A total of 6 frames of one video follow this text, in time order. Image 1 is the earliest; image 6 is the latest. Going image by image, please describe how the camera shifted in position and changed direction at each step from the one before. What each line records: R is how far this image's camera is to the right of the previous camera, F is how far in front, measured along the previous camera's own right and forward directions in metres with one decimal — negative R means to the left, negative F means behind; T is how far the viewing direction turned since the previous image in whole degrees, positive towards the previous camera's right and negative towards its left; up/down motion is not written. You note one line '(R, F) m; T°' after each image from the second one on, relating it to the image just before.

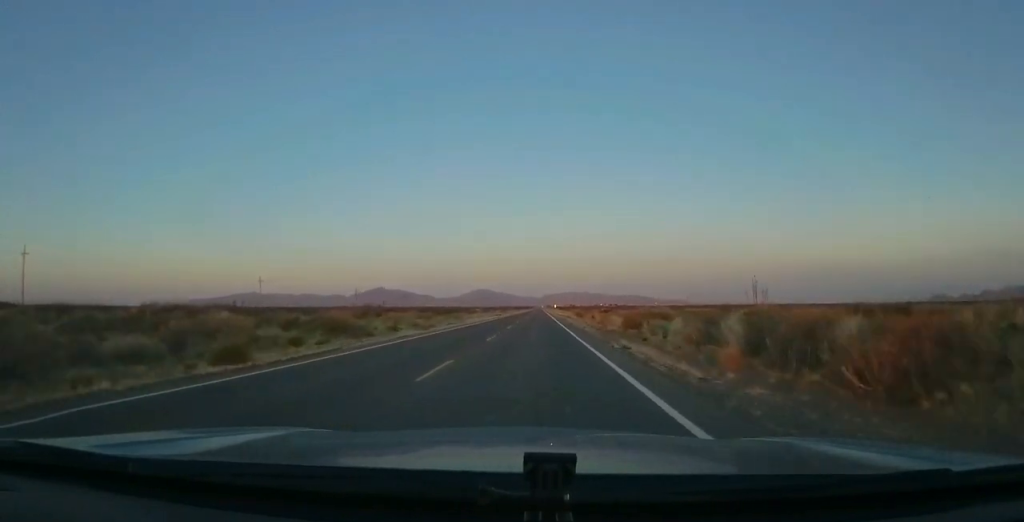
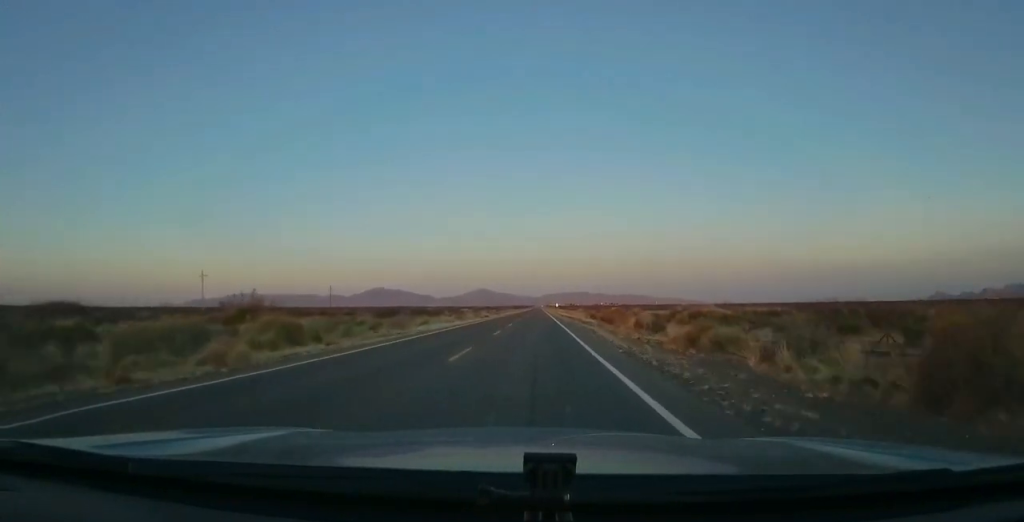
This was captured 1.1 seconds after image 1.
(0.0, +31.3) m; 0°
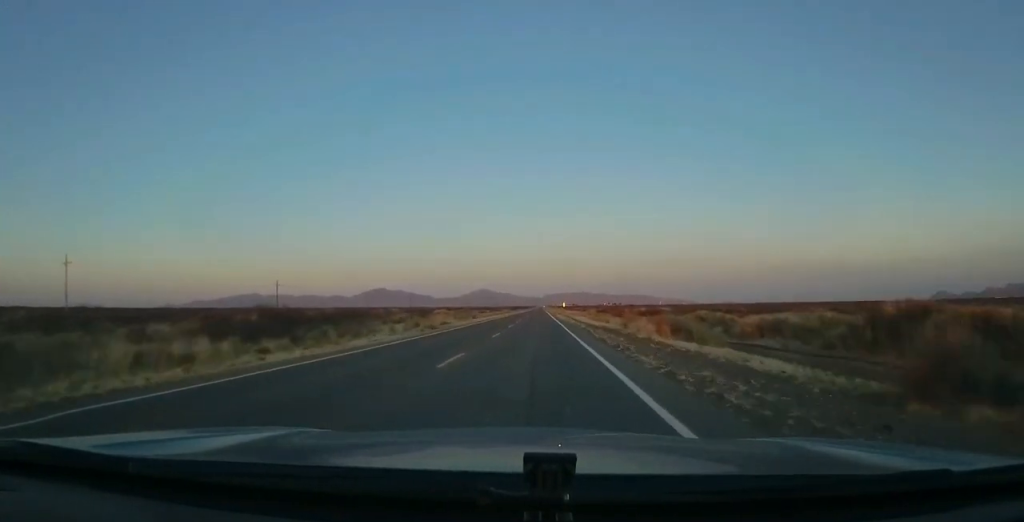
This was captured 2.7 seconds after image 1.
(-0.2, +48.8) m; -1°
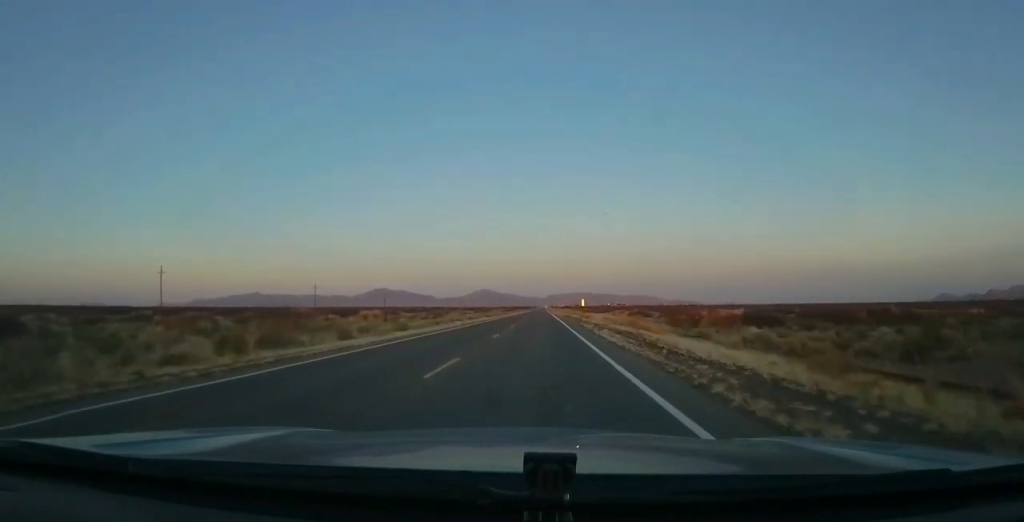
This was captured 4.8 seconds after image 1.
(0.0, +61.6) m; 0°
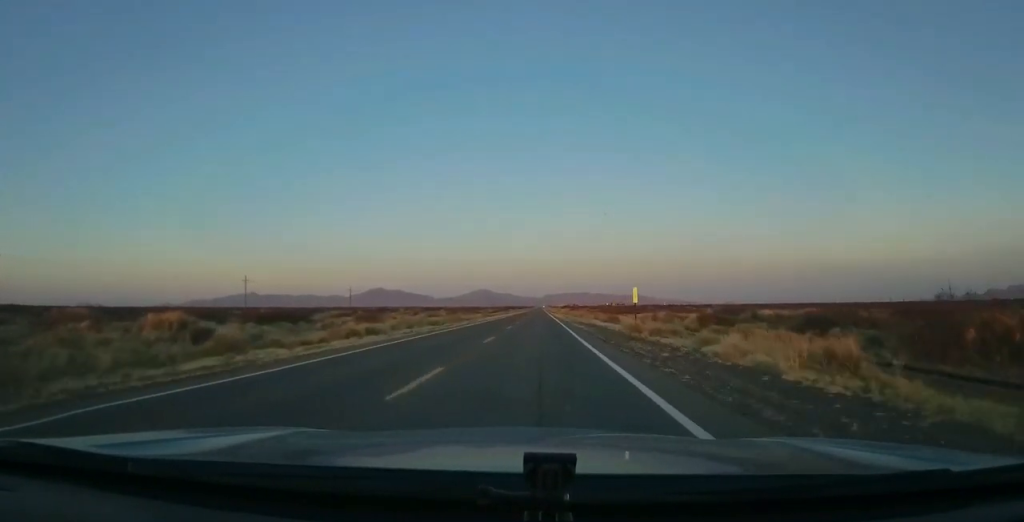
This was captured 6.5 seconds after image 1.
(-0.6, +50.0) m; 0°
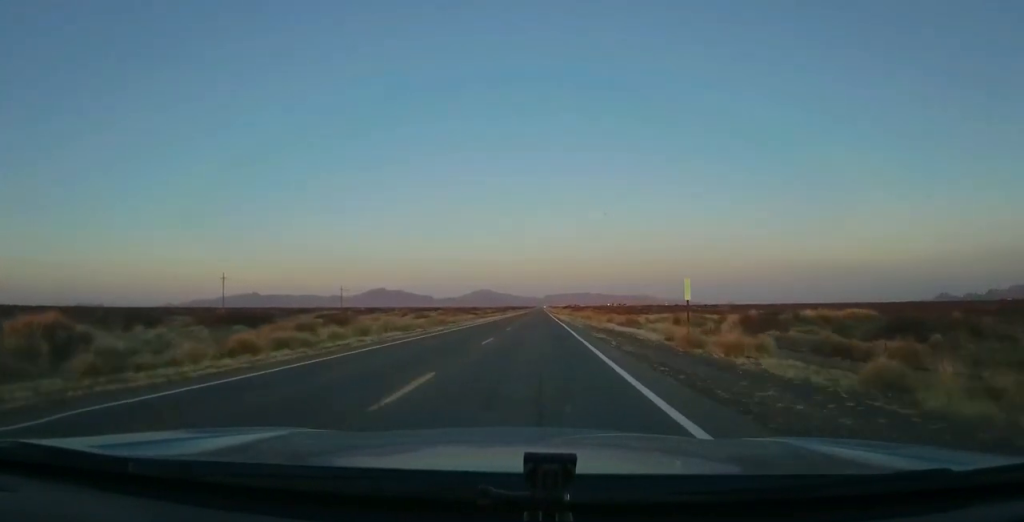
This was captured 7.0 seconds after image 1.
(+0.2, +12.7) m; 0°
